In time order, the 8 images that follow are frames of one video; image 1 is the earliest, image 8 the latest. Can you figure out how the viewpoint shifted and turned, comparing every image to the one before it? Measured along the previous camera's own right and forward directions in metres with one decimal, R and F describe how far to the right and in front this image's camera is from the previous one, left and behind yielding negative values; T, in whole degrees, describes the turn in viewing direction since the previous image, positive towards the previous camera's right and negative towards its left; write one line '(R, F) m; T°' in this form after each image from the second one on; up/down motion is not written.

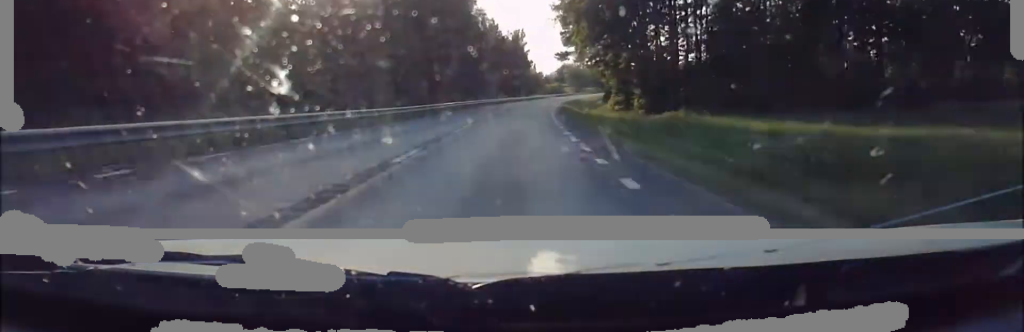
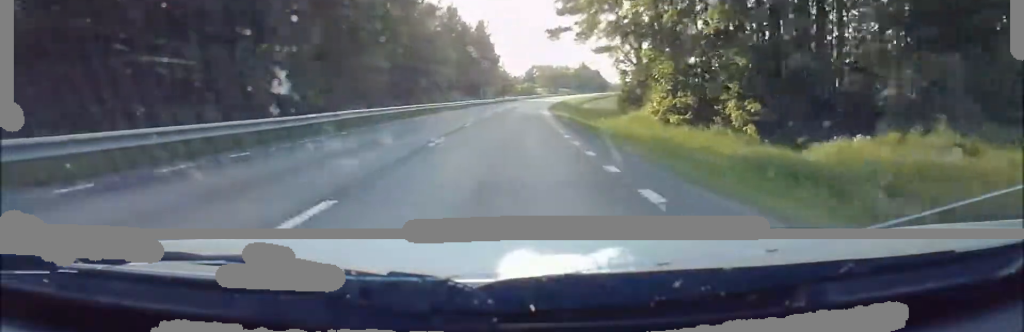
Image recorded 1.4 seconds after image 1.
(+0.2, +31.1) m; 0°
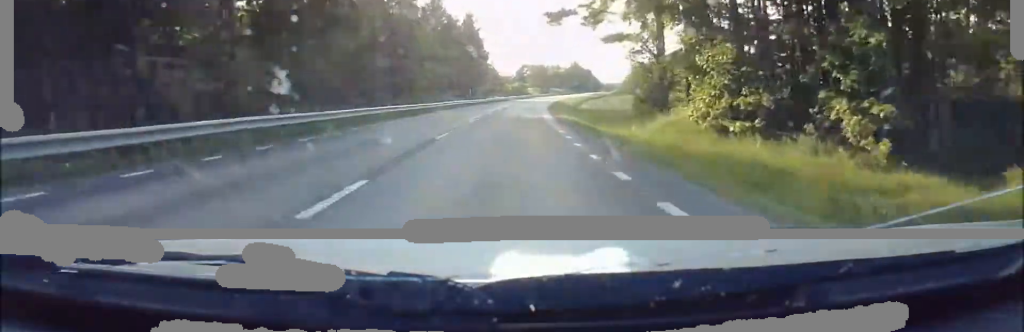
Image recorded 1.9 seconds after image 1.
(0.0, +10.1) m; 0°
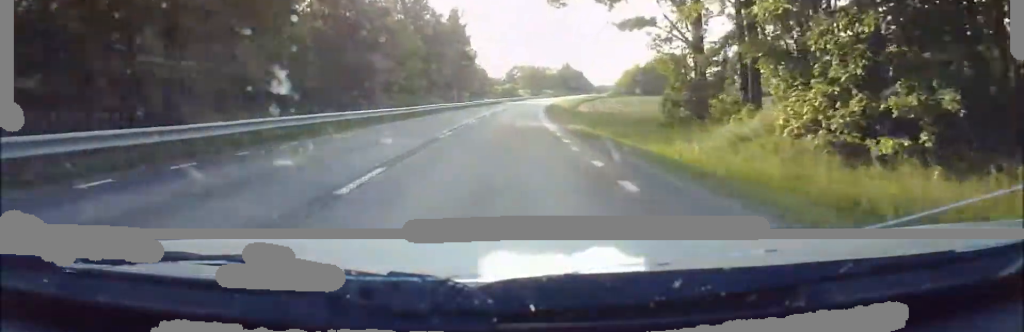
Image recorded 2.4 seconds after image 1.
(0.0, +10.1) m; 0°
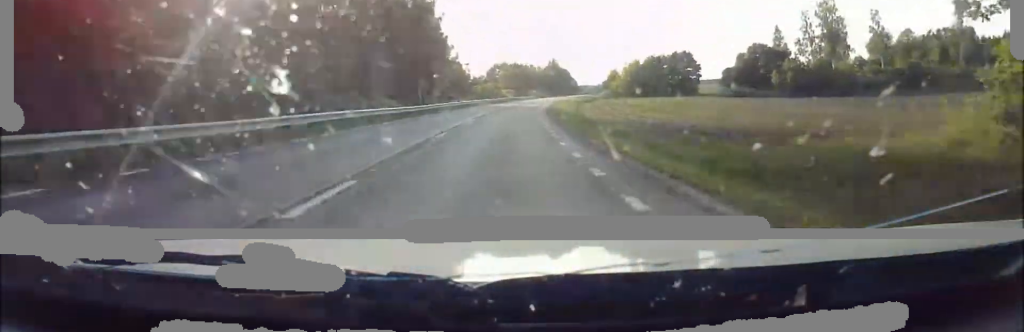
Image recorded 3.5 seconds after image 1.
(0.0, +25.2) m; 0°
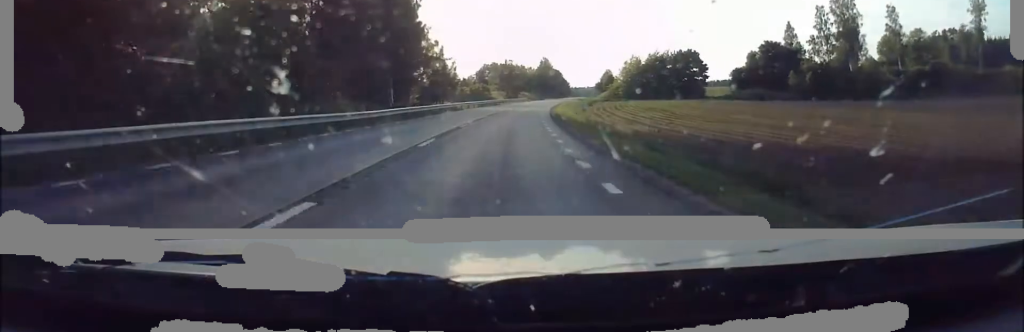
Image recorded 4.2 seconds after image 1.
(0.0, +13.7) m; 0°
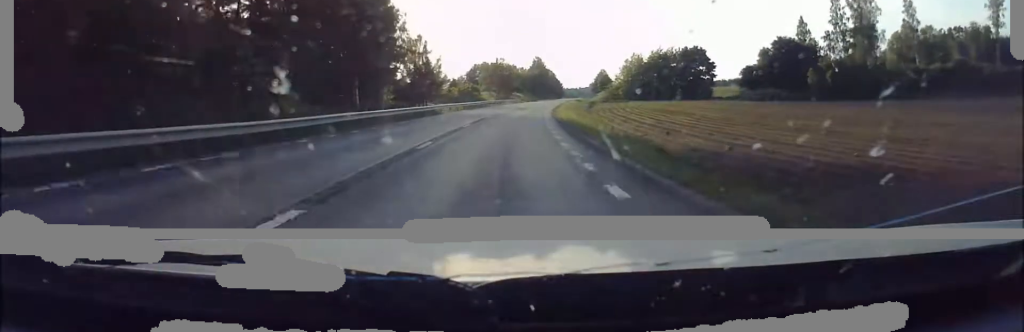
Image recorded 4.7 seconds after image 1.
(-0.1, +12.2) m; +1°
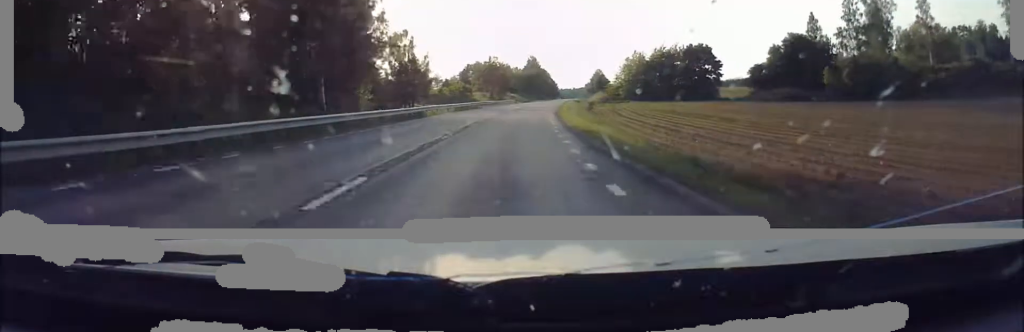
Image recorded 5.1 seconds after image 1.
(-0.1, +8.6) m; 0°
